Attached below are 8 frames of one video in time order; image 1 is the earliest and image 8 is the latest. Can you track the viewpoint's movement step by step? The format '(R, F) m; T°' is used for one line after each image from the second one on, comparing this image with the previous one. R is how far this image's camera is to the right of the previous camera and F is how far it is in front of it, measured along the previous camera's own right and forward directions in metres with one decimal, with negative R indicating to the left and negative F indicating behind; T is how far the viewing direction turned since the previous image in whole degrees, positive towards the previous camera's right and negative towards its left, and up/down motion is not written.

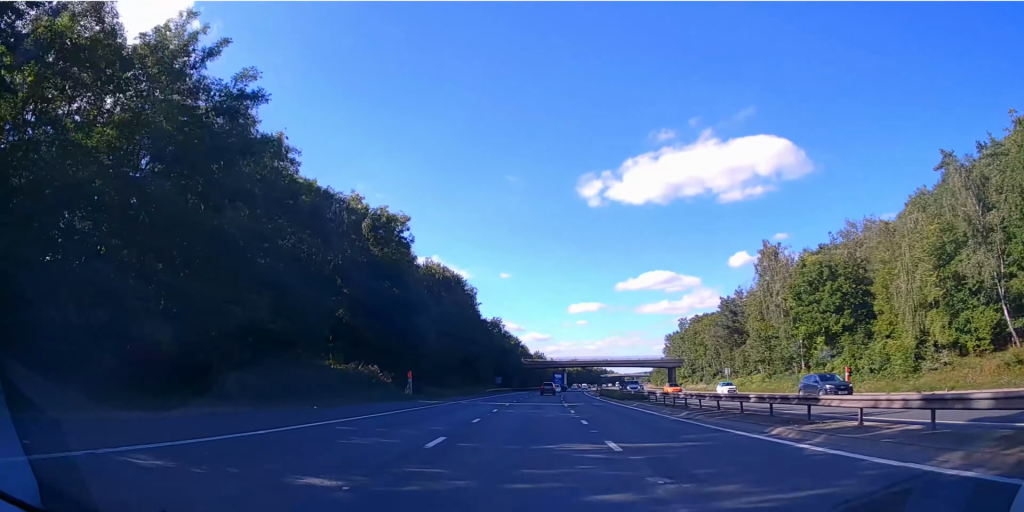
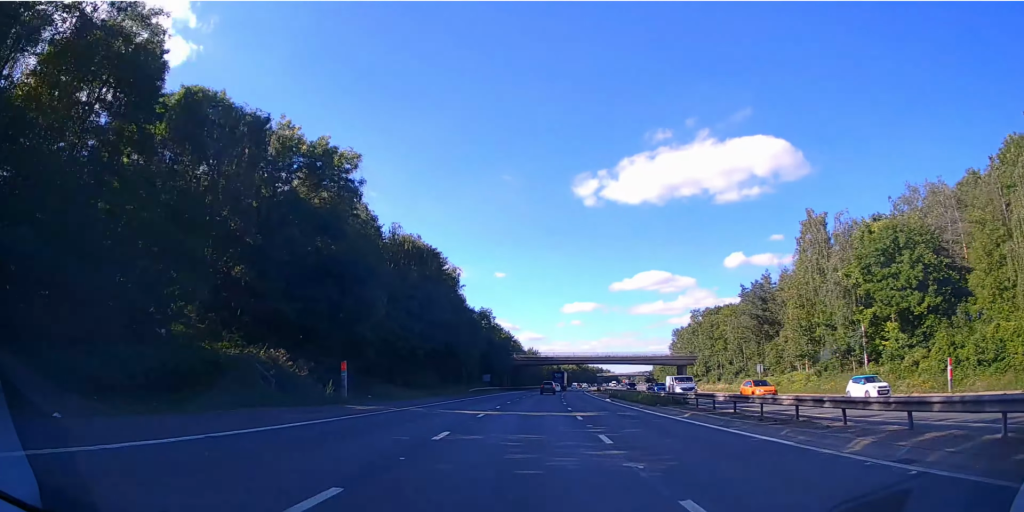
(+0.1, +15.5) m; +1°
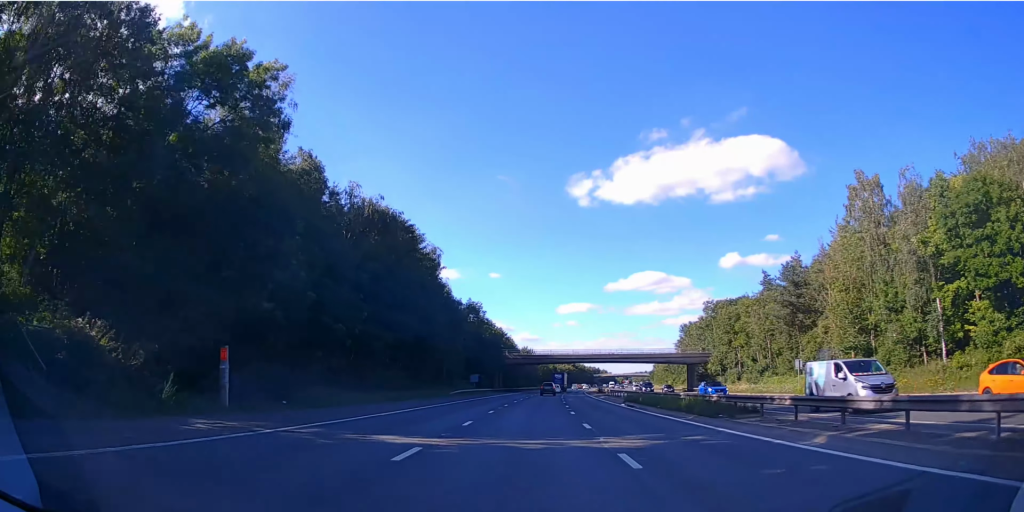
(0.0, +12.9) m; 0°
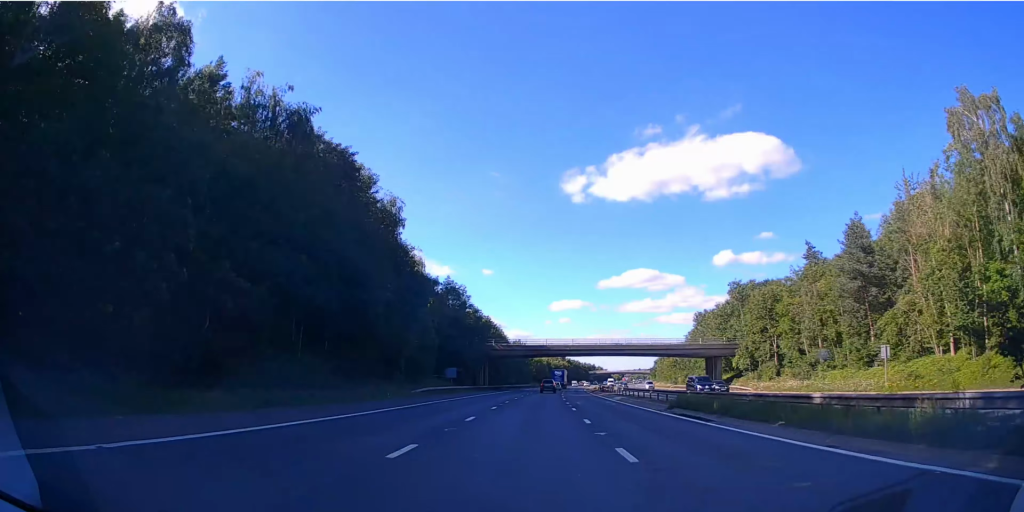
(+0.1, +17.1) m; +1°
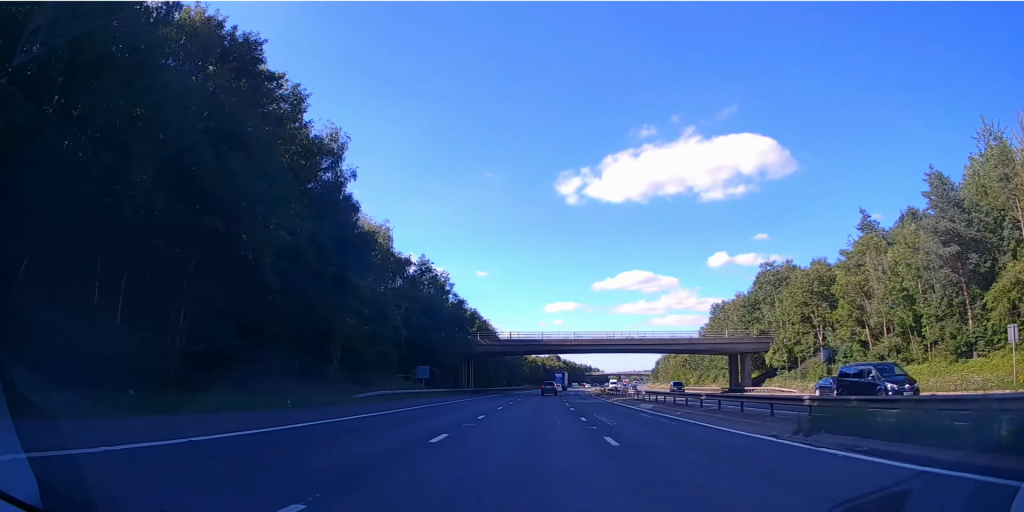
(0.0, +15.4) m; +1°
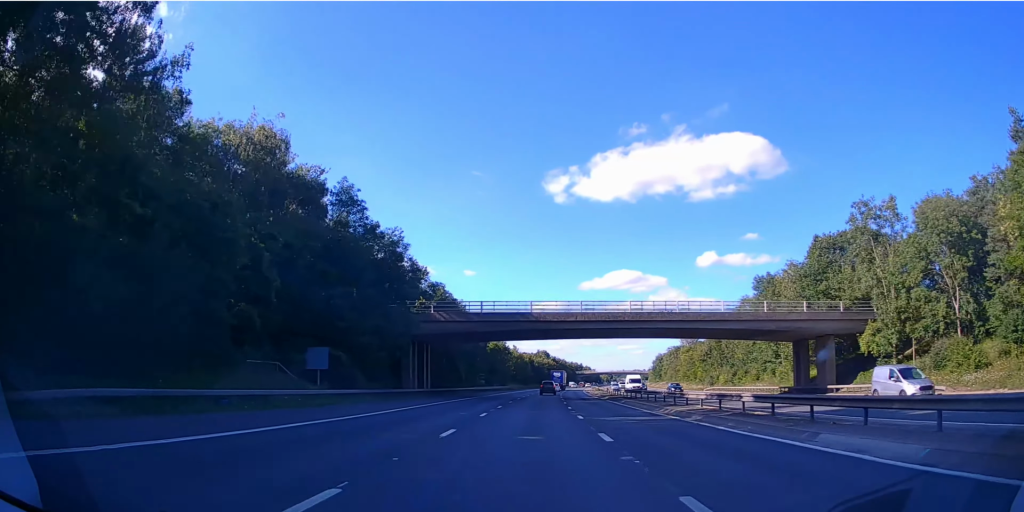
(+0.2, +26.4) m; +1°
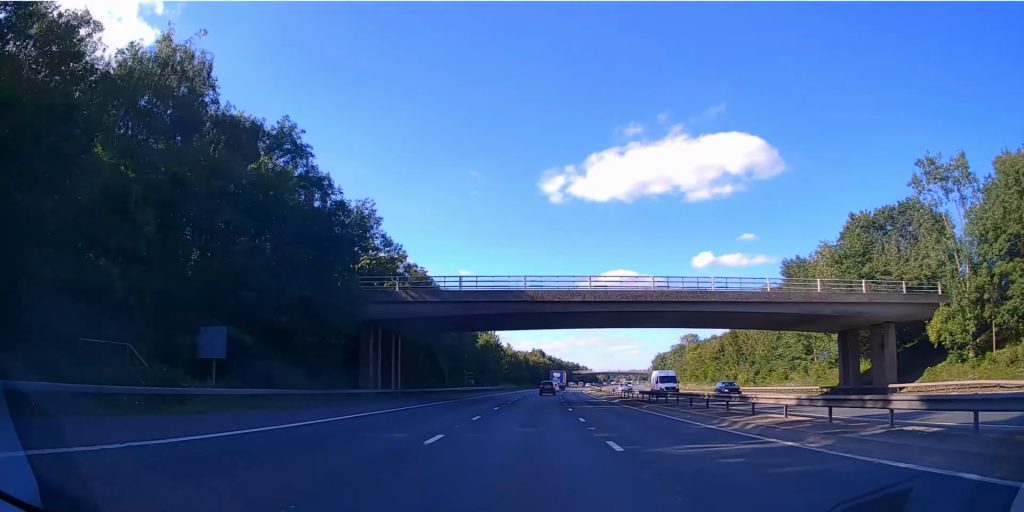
(+0.1, +11.0) m; 0°
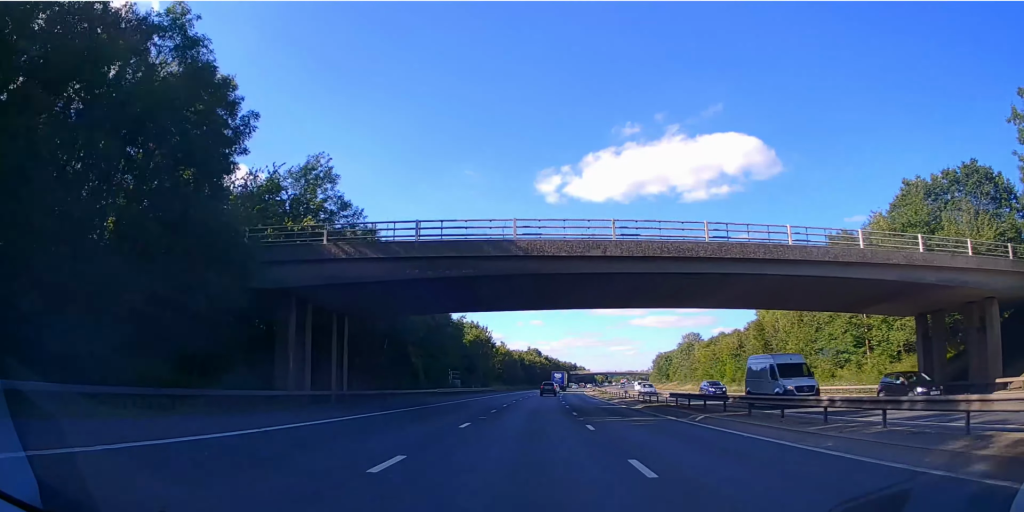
(+0.1, +12.7) m; 0°
